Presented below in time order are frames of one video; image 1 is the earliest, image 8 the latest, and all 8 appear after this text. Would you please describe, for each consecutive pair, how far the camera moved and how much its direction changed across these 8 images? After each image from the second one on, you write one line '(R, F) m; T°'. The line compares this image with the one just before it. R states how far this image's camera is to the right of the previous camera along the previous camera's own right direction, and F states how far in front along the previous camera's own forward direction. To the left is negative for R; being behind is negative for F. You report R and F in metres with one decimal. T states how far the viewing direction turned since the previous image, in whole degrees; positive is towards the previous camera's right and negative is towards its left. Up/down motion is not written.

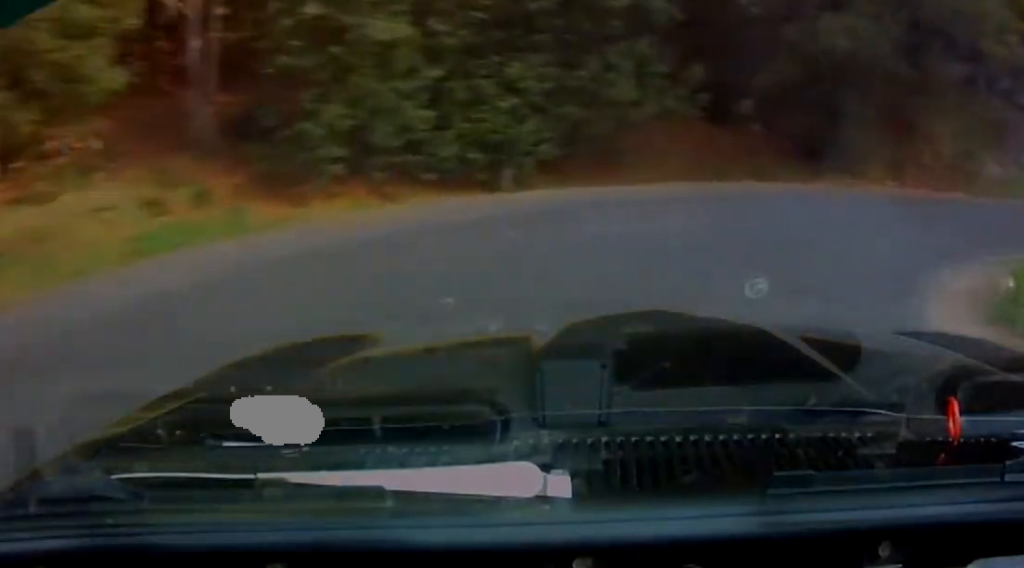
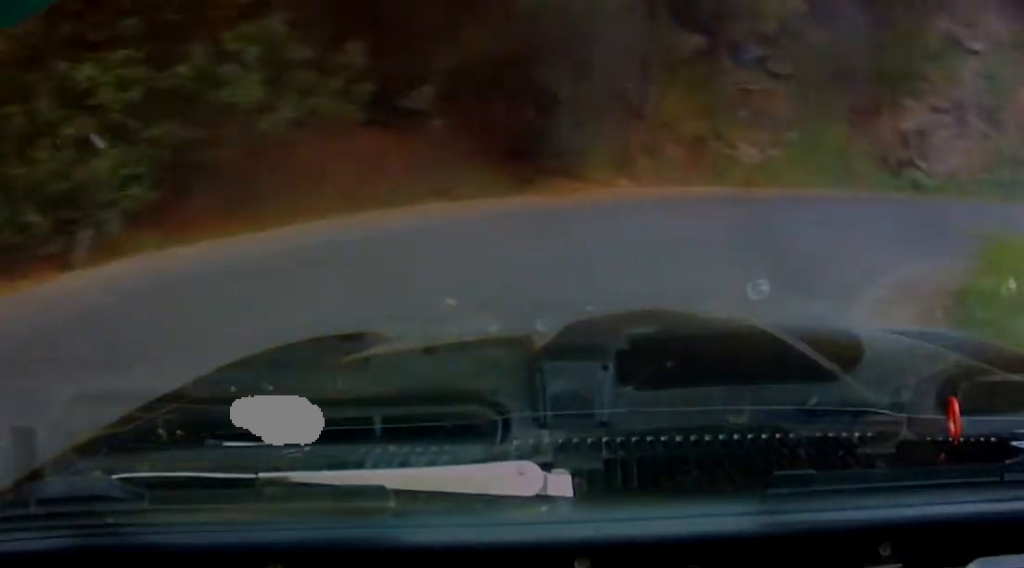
(+1.6, +6.4) m; +25°
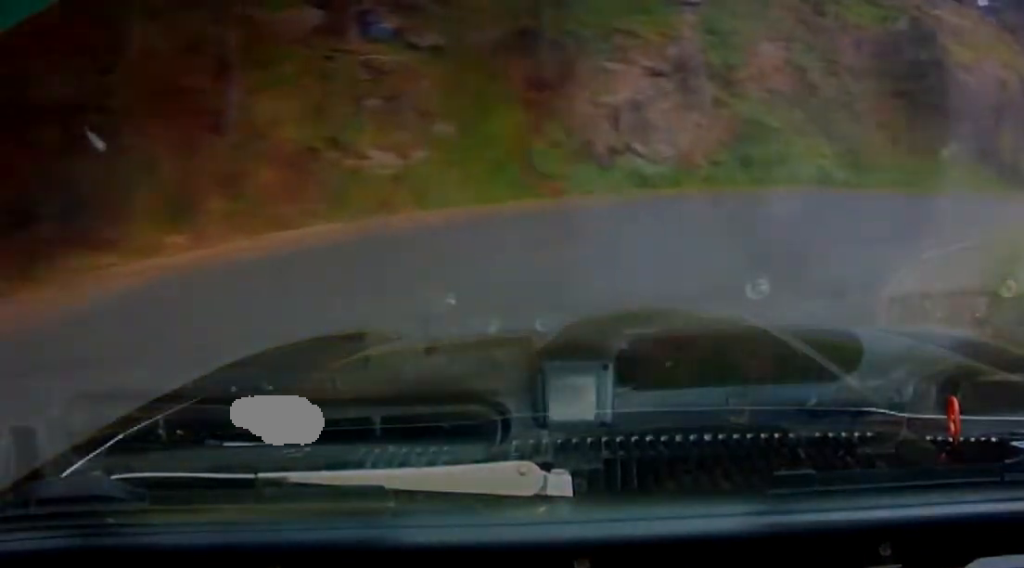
(-0.2, +7.0) m; +34°
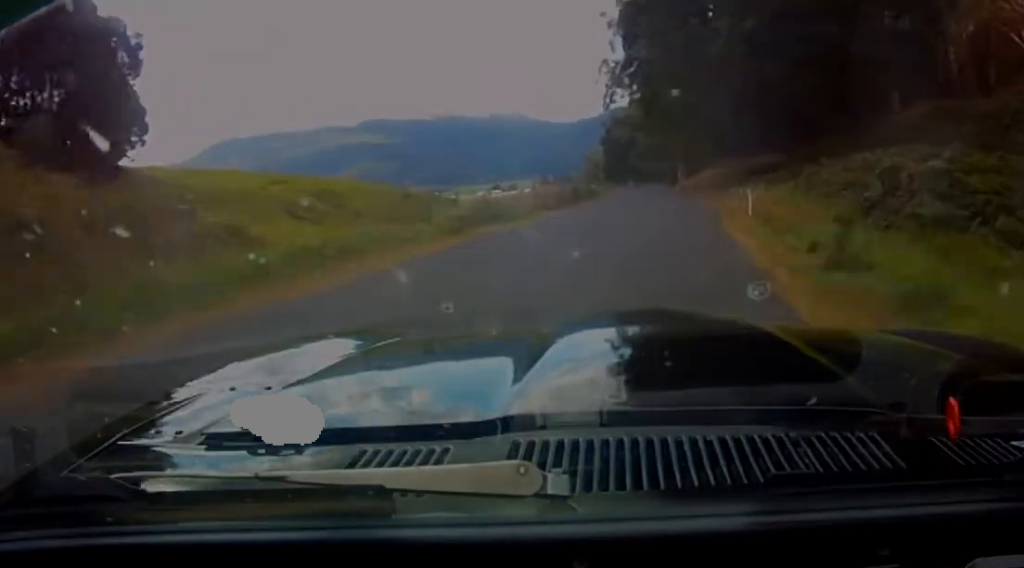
(+32.9, +16.3) m; +68°
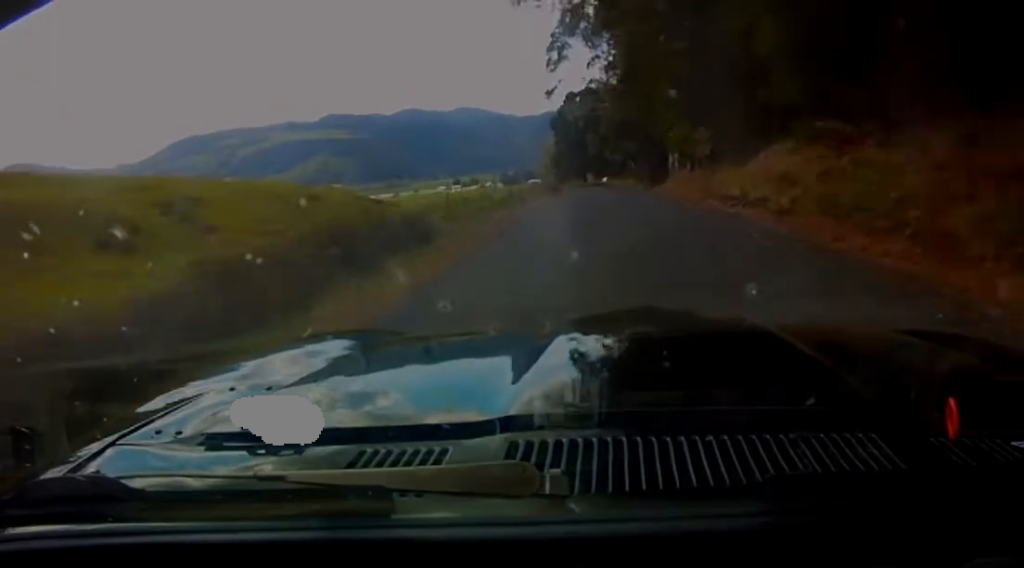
(-2.2, +46.1) m; -4°
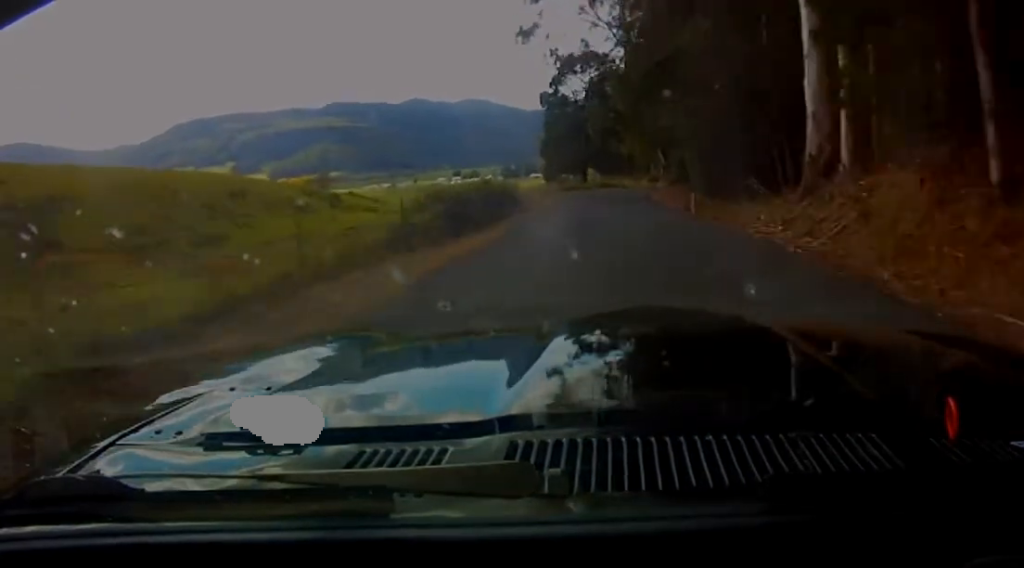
(0.0, +39.2) m; +1°
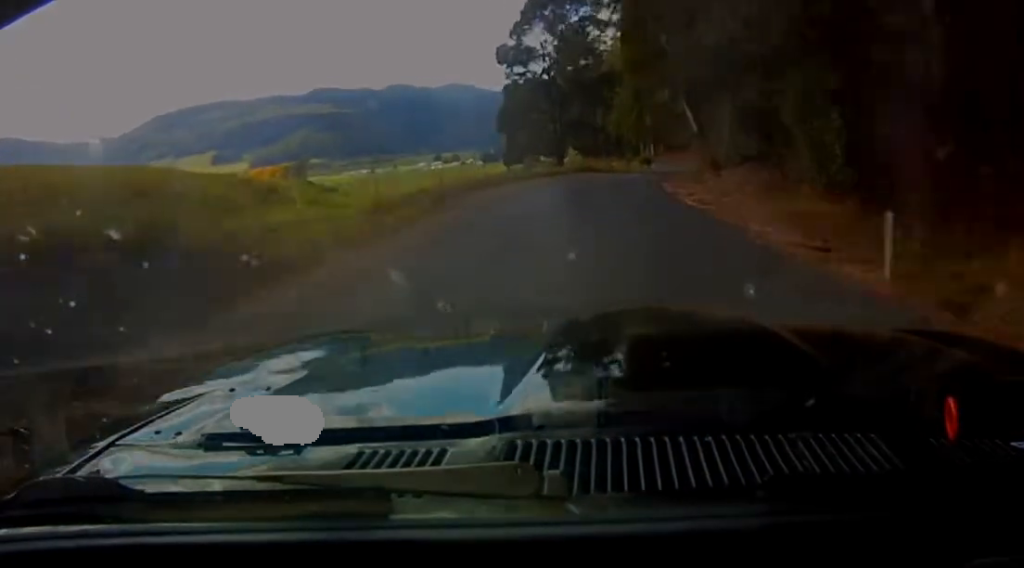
(+0.3, +26.7) m; +1°
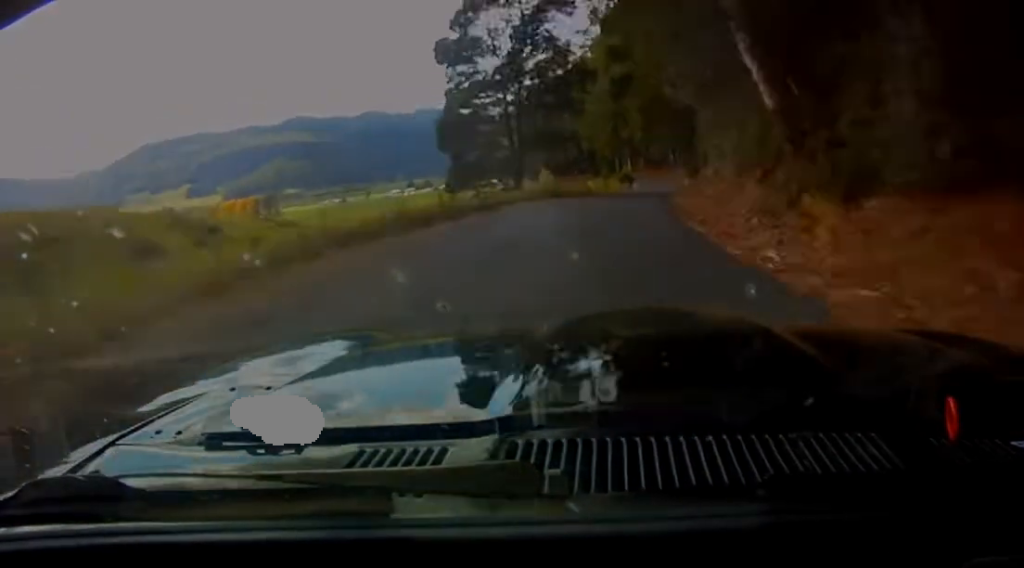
(0.0, +17.0) m; 0°
